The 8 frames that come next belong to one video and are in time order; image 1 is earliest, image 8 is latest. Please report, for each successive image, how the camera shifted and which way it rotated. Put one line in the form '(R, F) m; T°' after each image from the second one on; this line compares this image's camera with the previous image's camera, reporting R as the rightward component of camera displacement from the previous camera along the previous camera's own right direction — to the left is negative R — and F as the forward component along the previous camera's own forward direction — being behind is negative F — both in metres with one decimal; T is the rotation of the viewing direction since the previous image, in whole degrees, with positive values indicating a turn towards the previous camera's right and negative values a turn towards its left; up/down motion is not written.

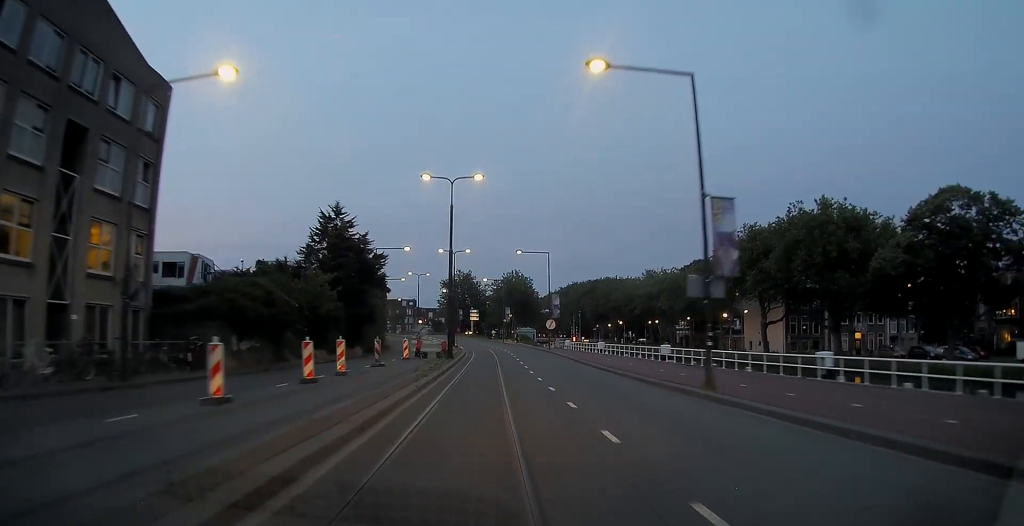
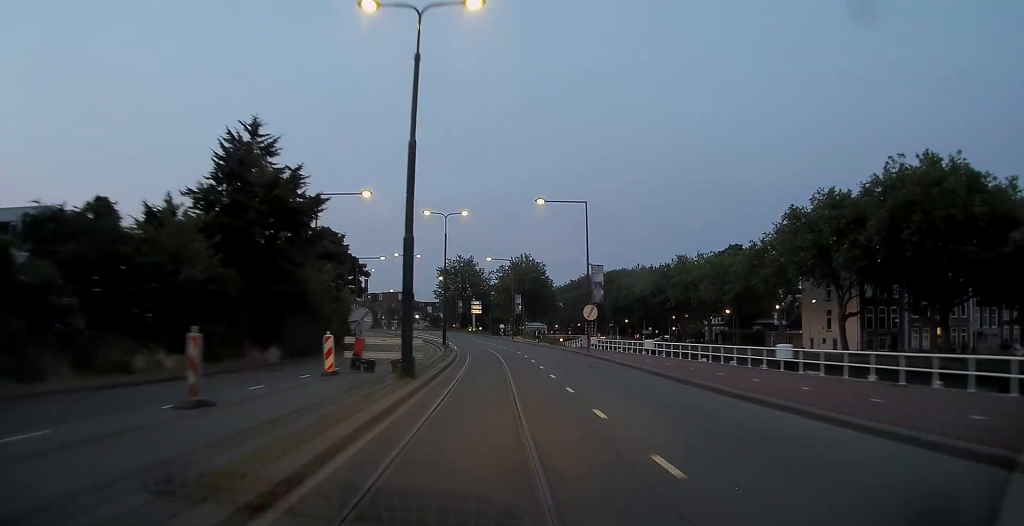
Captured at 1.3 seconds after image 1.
(+0.3, +17.8) m; +2°
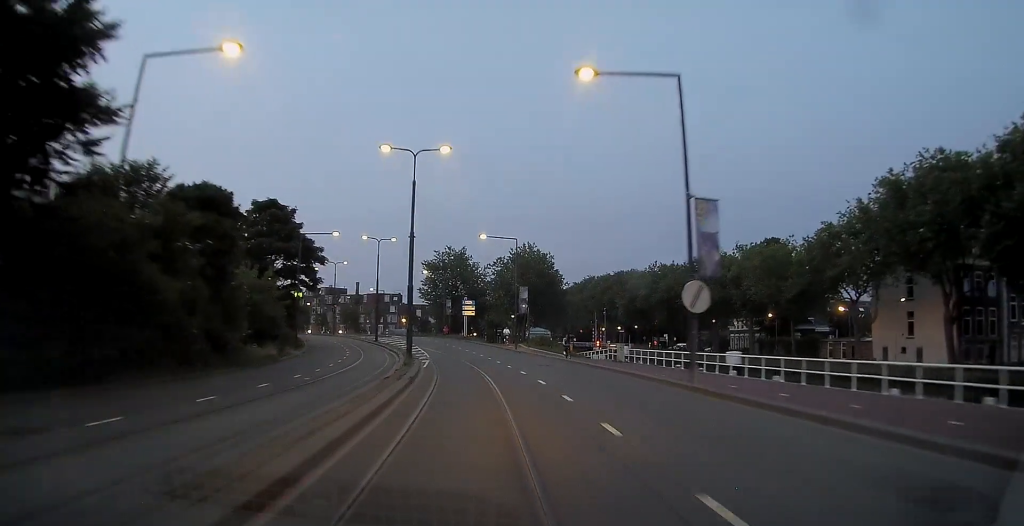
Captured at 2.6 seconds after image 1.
(-0.1, +17.7) m; -1°
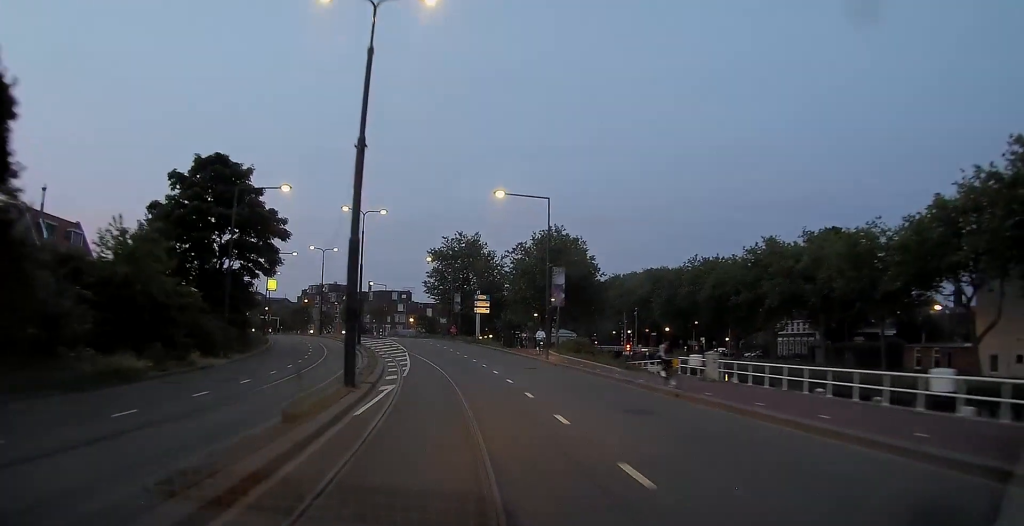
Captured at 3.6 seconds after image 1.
(-0.2, +14.4) m; -1°
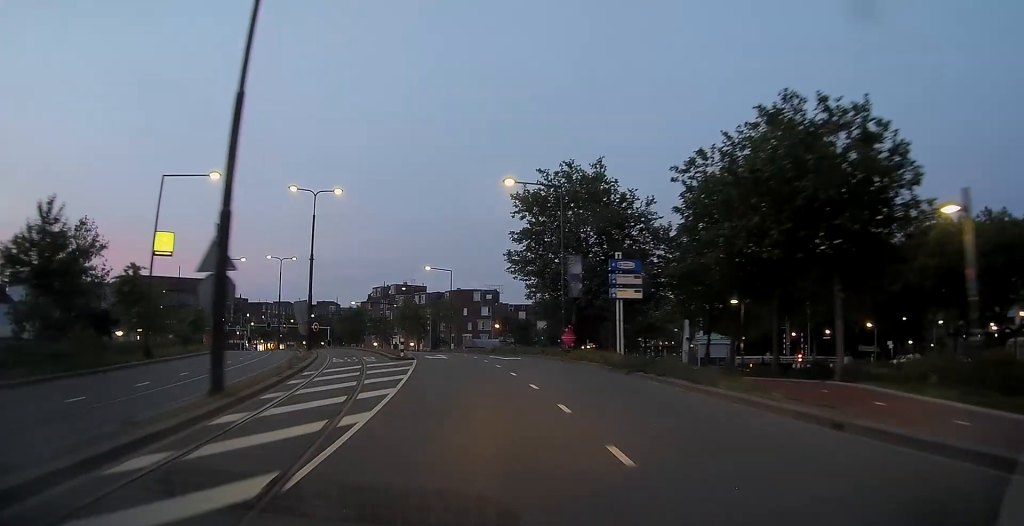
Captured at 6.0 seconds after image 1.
(-1.8, +34.7) m; -8°
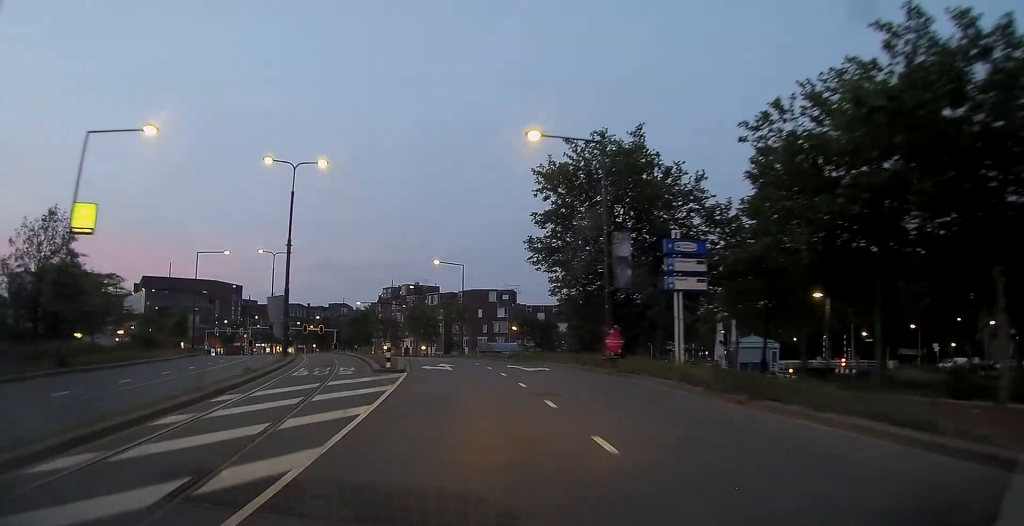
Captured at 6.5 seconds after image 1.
(-0.1, +7.2) m; -1°
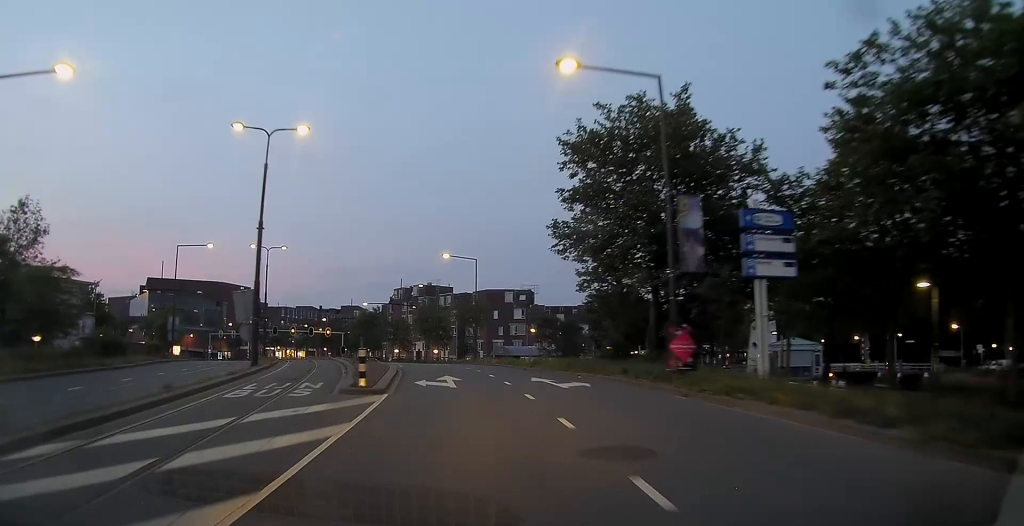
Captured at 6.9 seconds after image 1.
(0.0, +6.0) m; -1°
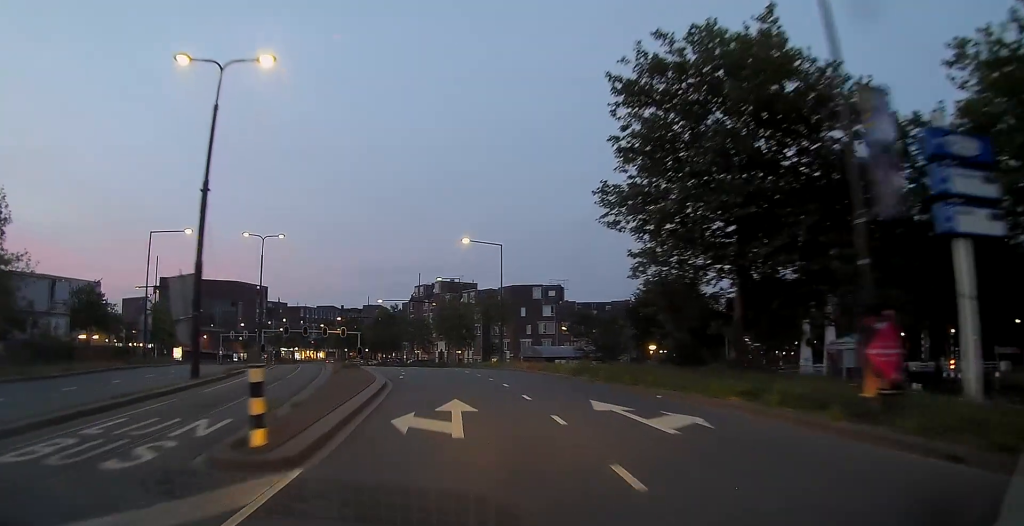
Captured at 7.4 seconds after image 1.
(-0.1, +7.7) m; -2°
